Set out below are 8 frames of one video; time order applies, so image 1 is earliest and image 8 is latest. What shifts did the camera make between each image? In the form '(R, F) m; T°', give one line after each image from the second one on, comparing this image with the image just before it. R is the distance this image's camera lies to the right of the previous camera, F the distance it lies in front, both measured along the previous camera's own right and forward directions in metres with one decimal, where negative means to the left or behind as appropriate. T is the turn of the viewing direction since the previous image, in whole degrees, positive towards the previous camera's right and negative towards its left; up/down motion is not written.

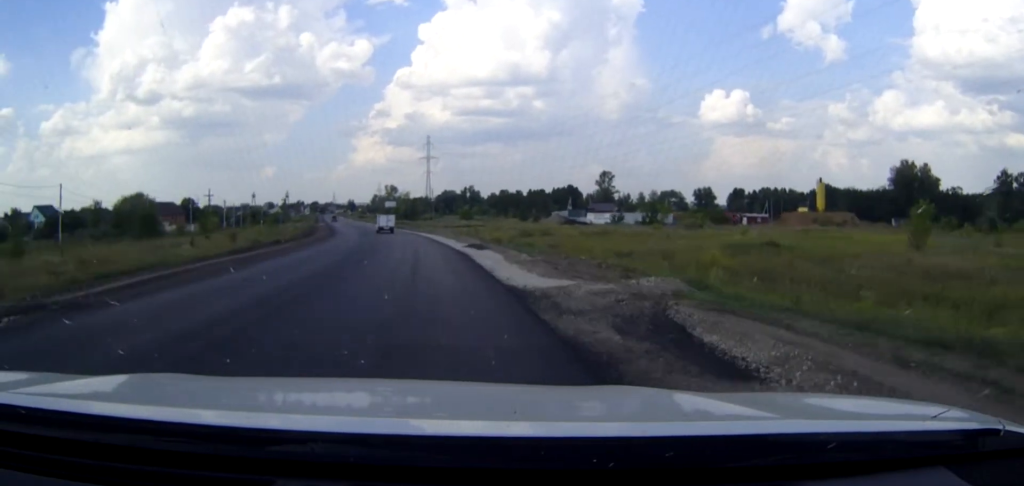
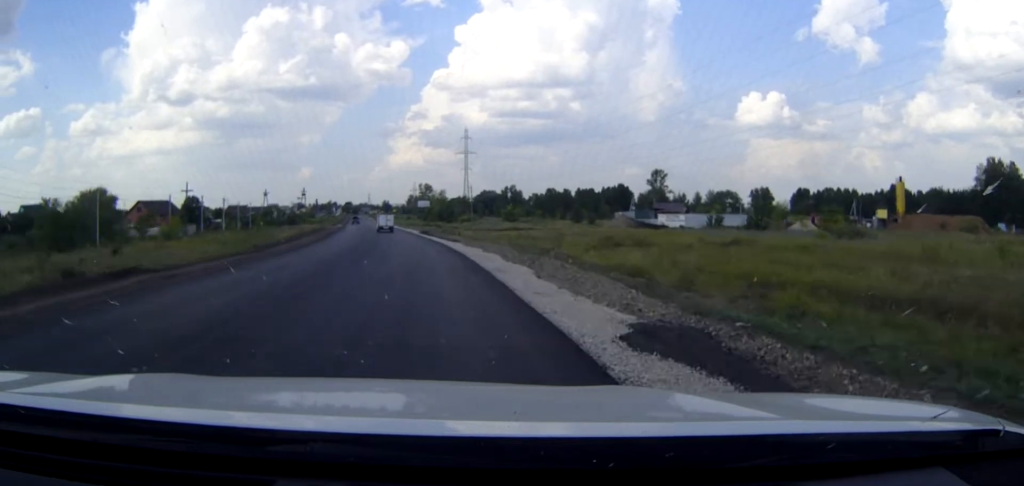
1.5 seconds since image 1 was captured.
(-0.6, +29.9) m; -3°
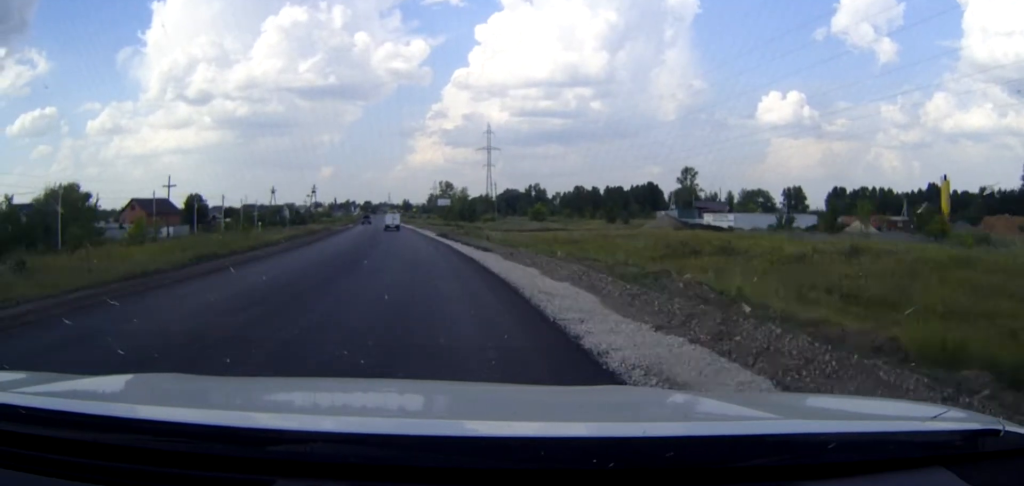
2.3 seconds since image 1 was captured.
(-0.2, +15.2) m; -1°
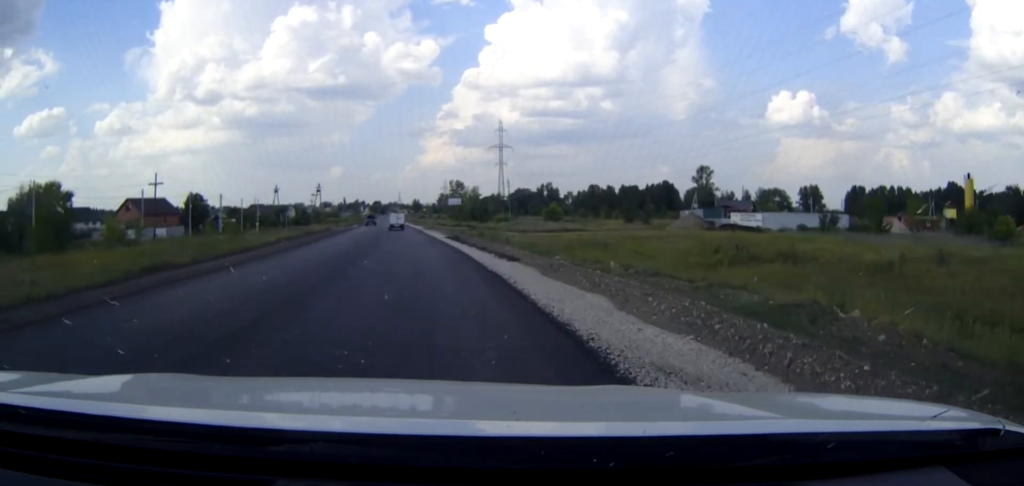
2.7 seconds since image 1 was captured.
(-0.1, +7.9) m; -1°
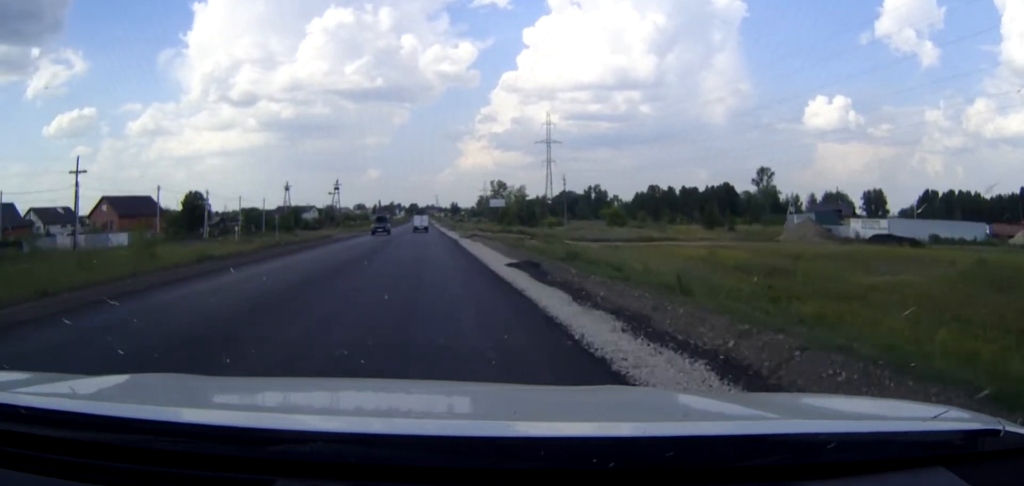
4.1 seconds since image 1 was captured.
(-0.7, +28.4) m; -3°
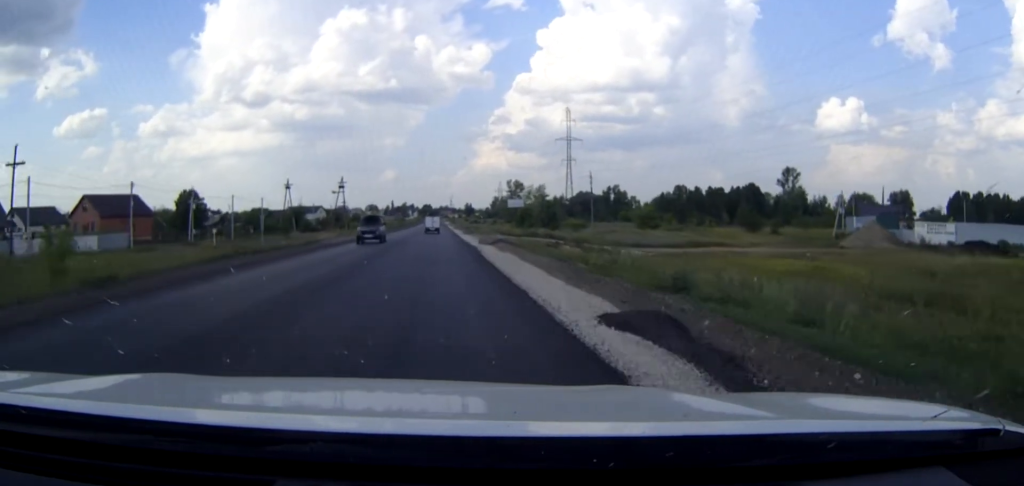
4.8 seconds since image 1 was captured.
(-0.1, +12.6) m; -1°
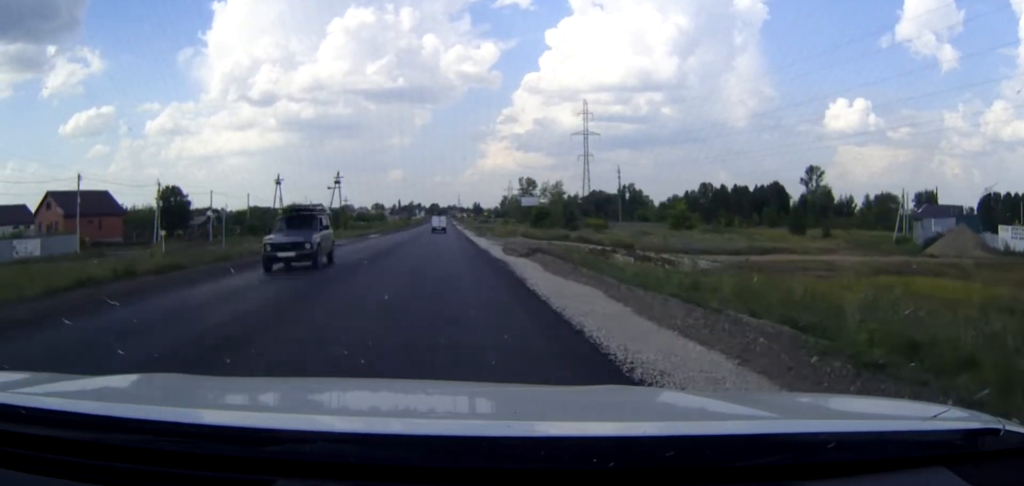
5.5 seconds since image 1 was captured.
(-0.1, +15.3) m; -1°
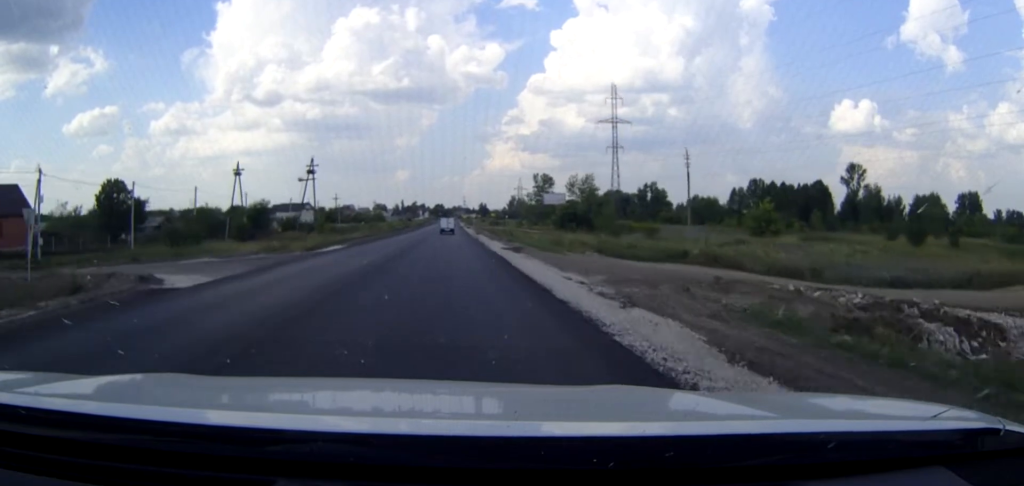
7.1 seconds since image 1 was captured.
(-0.3, +30.4) m; -1°
